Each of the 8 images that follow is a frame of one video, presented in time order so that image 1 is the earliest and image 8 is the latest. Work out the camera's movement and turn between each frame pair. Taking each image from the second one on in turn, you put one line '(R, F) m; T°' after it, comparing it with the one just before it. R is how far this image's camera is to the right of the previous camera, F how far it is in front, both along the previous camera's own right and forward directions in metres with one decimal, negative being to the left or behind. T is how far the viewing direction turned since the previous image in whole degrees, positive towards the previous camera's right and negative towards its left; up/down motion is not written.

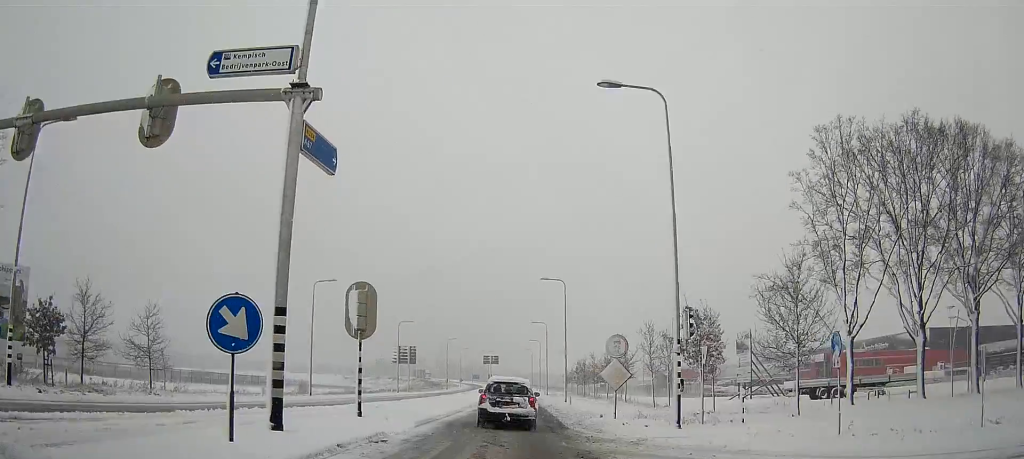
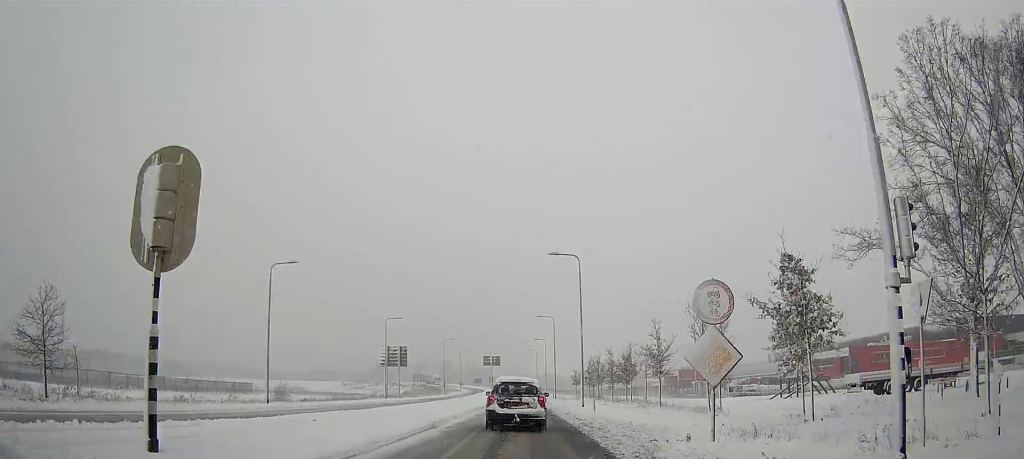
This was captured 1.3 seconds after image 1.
(+0.1, +12.3) m; +1°
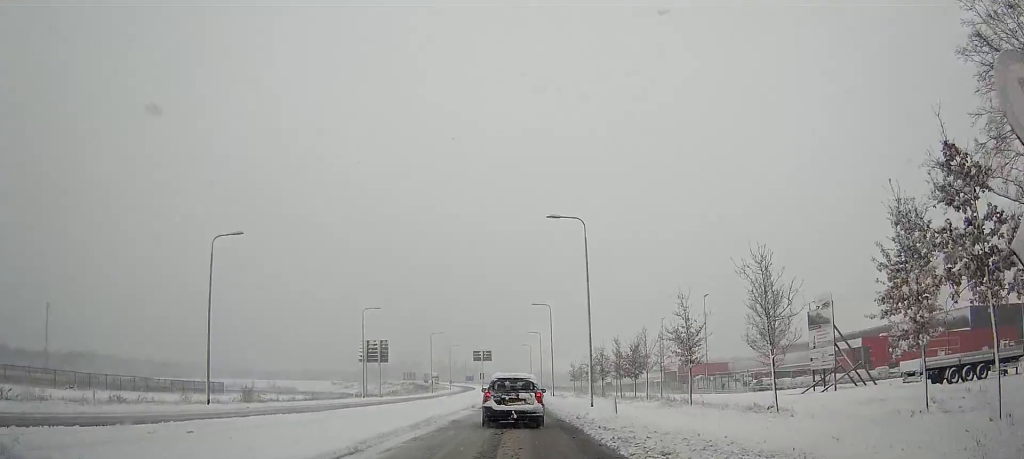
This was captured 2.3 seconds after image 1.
(0.0, +9.6) m; 0°
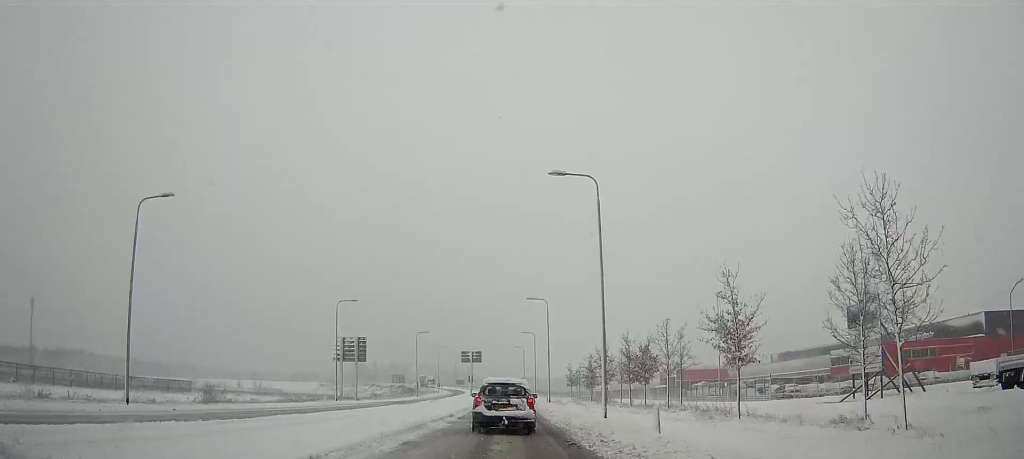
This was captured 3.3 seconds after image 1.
(0.0, +8.7) m; 0°
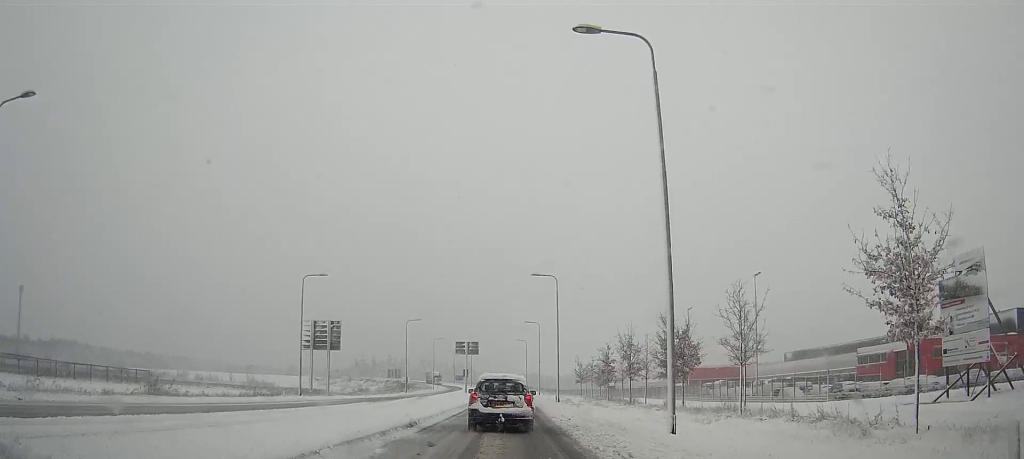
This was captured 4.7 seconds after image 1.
(0.0, +12.3) m; 0°
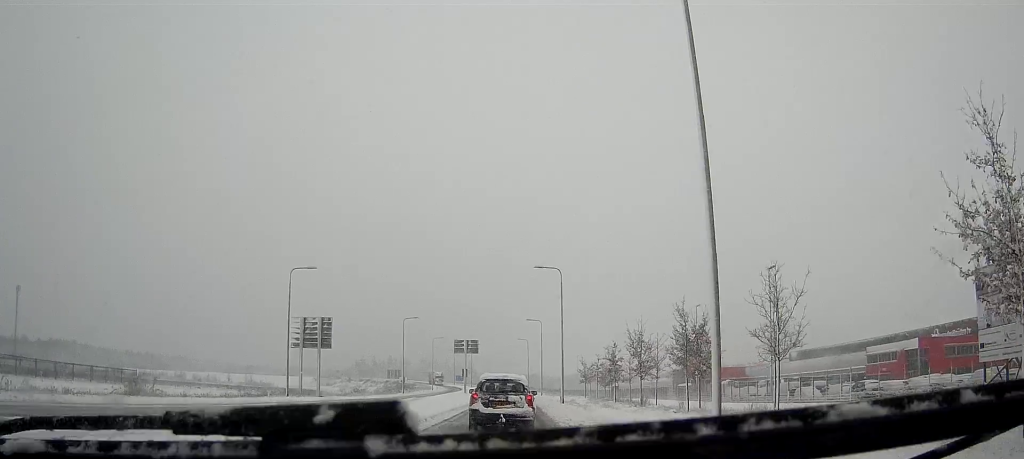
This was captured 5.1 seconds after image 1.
(0.0, +3.8) m; 0°
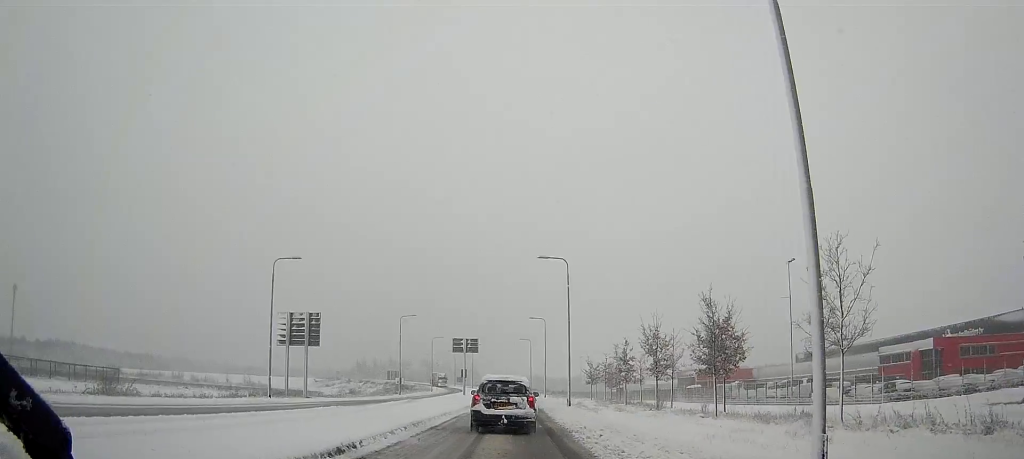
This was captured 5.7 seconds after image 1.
(0.0, +4.7) m; +1°
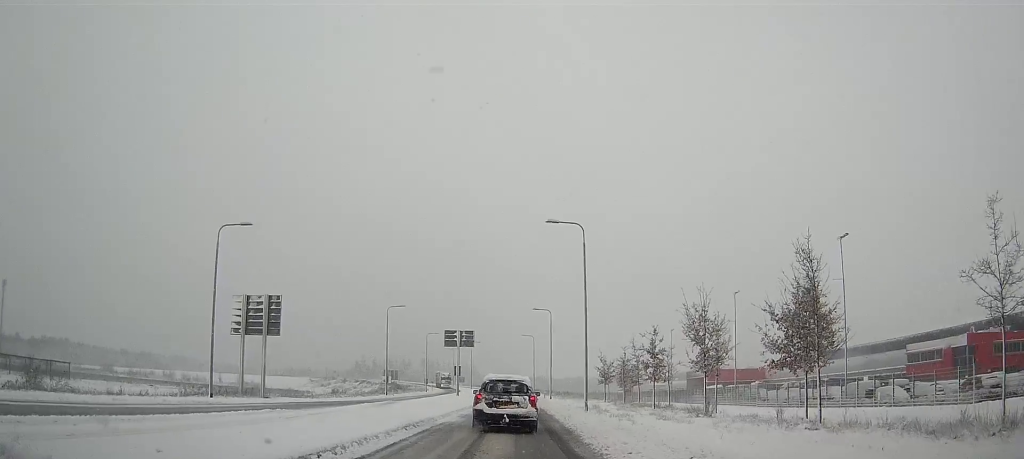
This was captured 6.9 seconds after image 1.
(+0.2, +10.8) m; +2°
